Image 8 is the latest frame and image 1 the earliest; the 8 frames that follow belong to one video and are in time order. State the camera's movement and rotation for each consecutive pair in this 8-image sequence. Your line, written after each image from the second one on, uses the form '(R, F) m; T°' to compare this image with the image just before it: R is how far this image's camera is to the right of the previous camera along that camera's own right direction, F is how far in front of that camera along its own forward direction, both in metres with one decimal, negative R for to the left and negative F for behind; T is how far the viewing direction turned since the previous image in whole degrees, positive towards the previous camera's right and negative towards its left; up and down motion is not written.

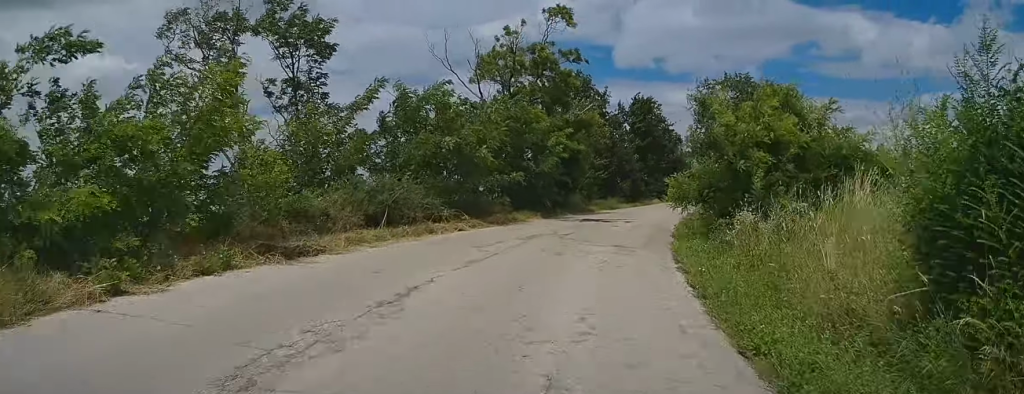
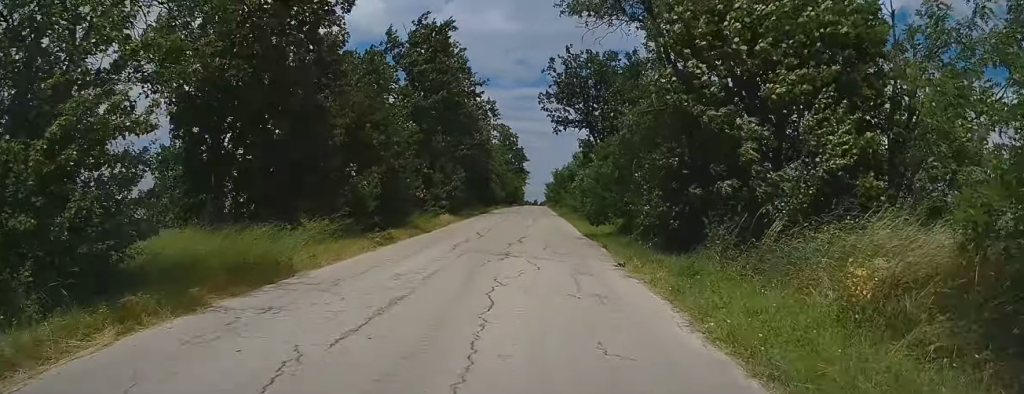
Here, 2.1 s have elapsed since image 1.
(+5.7, +32.4) m; +16°
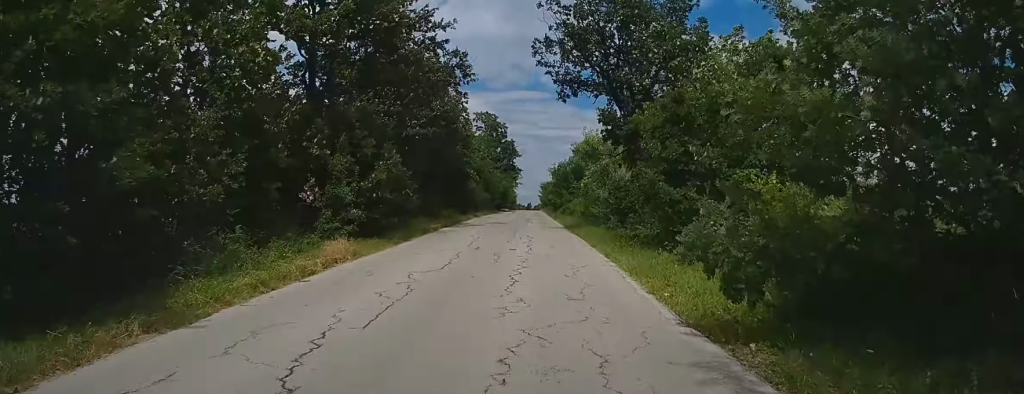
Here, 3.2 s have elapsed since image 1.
(+0.4, +16.3) m; +2°
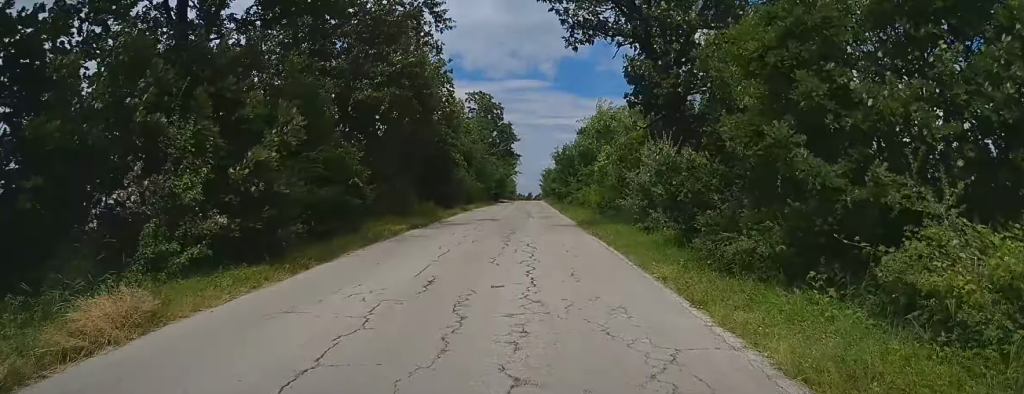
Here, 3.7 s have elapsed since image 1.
(0.0, +8.1) m; 0°
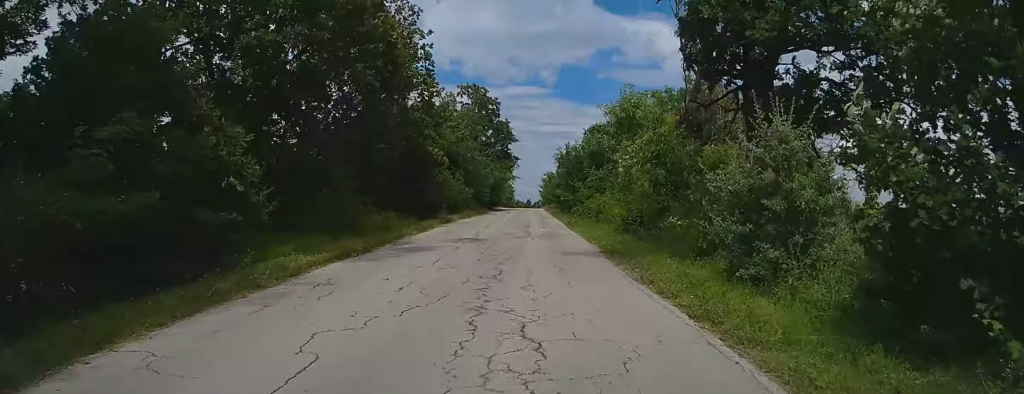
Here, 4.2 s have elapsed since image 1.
(+0.1, +8.5) m; 0°
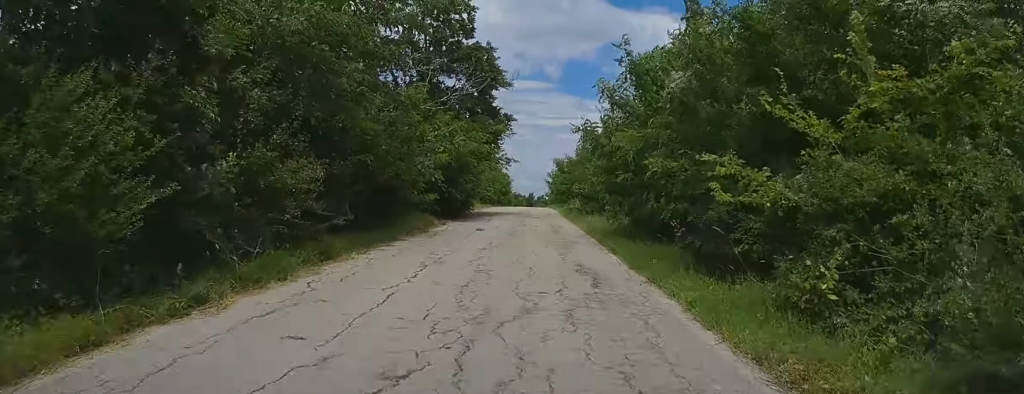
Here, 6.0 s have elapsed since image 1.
(-0.4, +31.2) m; 0°
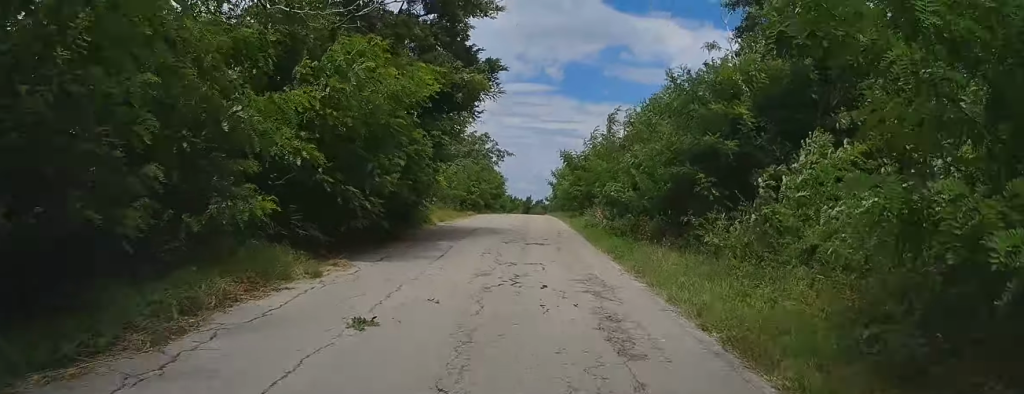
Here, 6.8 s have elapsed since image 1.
(+0.1, +14.5) m; +1°
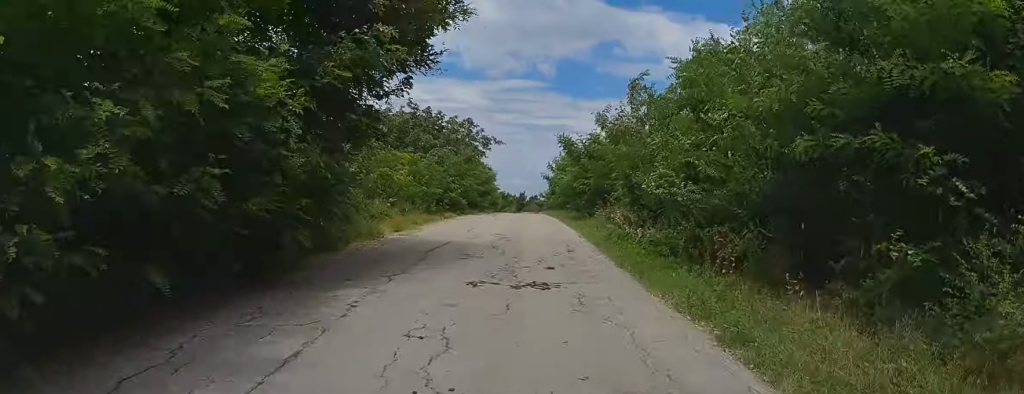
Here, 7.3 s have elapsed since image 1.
(+0.1, +8.1) m; 0°
